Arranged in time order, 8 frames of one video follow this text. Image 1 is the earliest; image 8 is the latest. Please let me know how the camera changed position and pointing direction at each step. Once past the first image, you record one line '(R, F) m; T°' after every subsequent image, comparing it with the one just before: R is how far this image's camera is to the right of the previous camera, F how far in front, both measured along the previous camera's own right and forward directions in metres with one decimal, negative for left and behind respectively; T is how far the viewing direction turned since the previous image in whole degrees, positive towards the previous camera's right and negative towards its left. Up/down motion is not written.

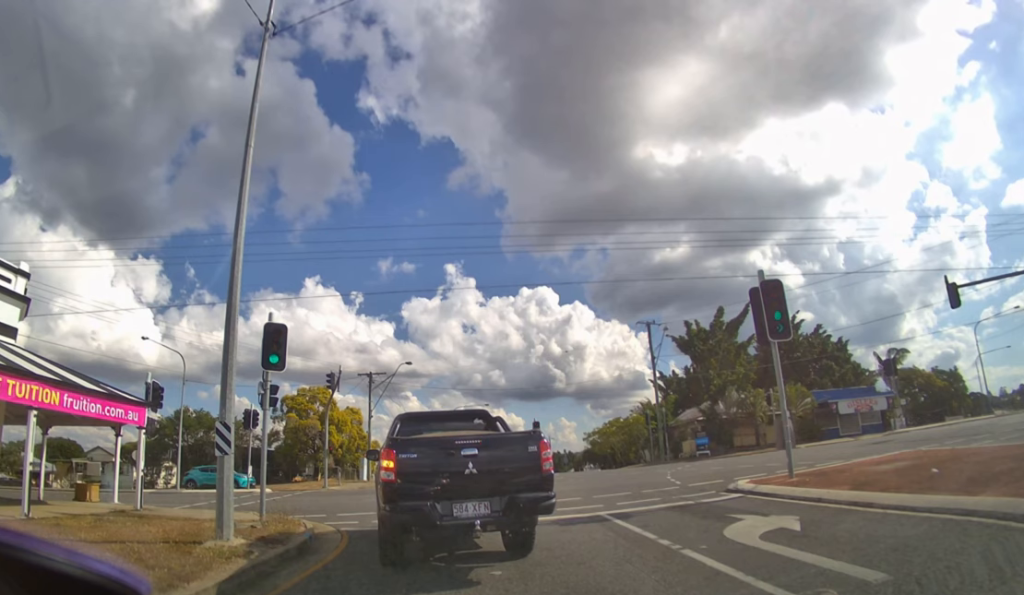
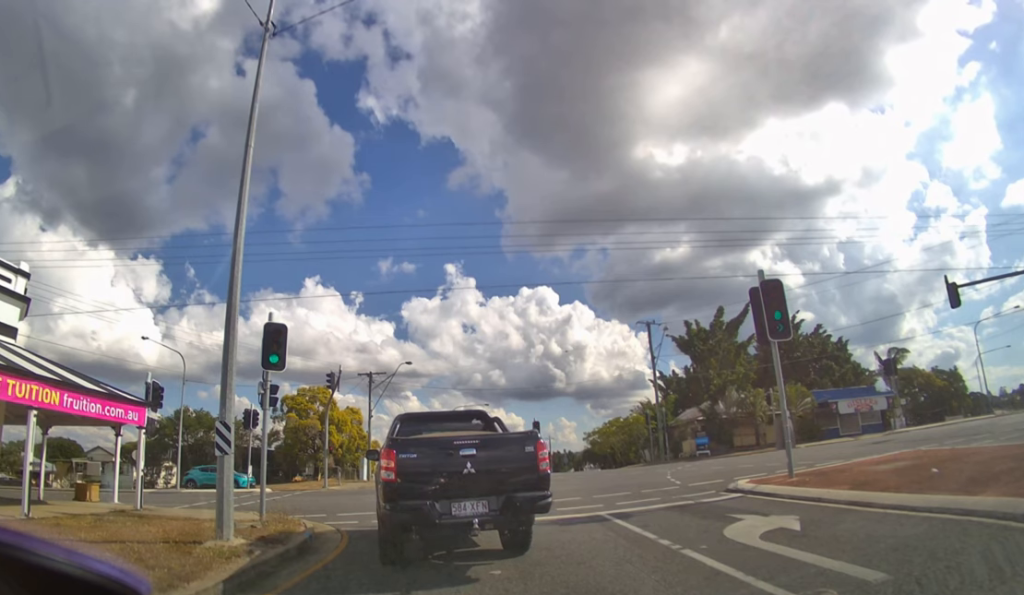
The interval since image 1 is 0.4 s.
(0.0, 0.0) m; 0°
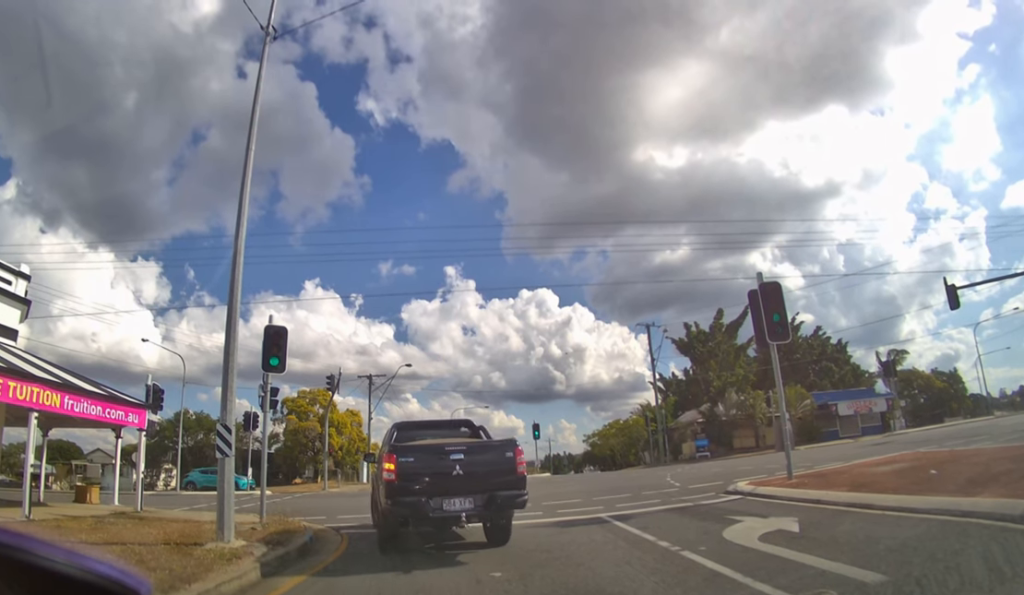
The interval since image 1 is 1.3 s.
(0.0, 0.0) m; 0°
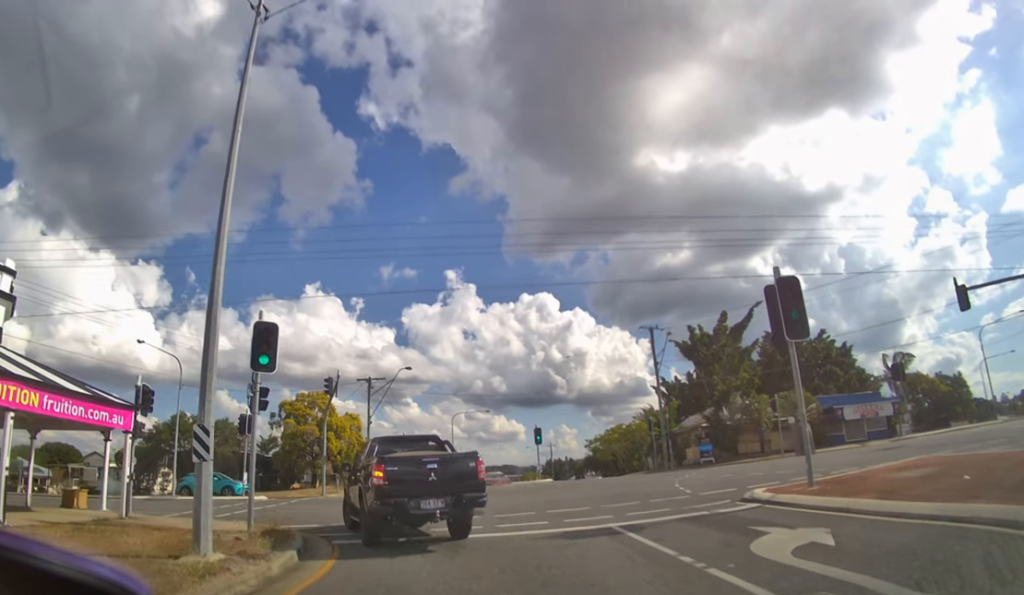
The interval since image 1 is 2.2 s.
(-0.1, 0.0) m; -4°
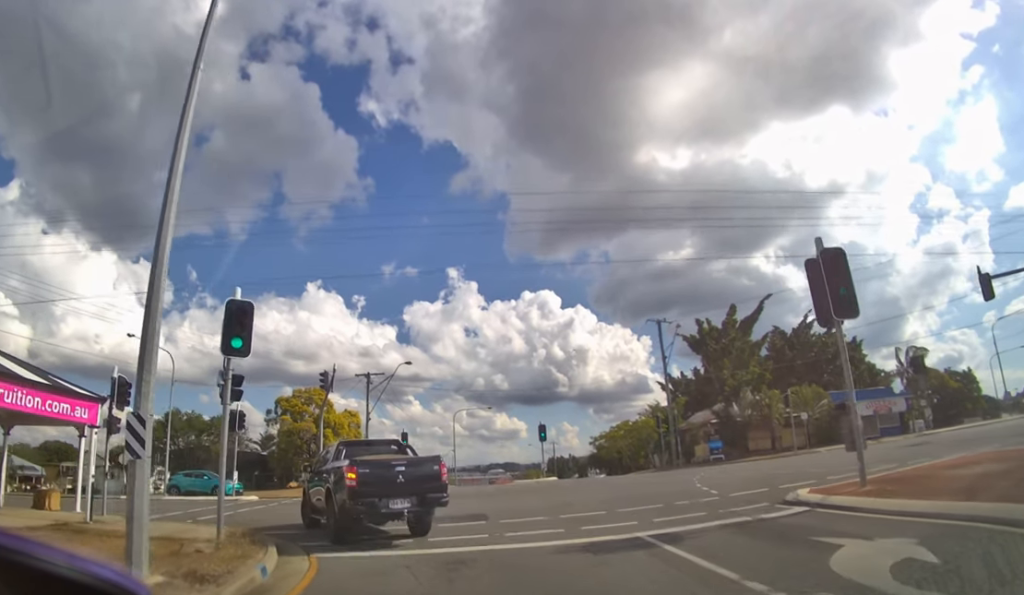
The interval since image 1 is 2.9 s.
(0.0, +1.1) m; -2°
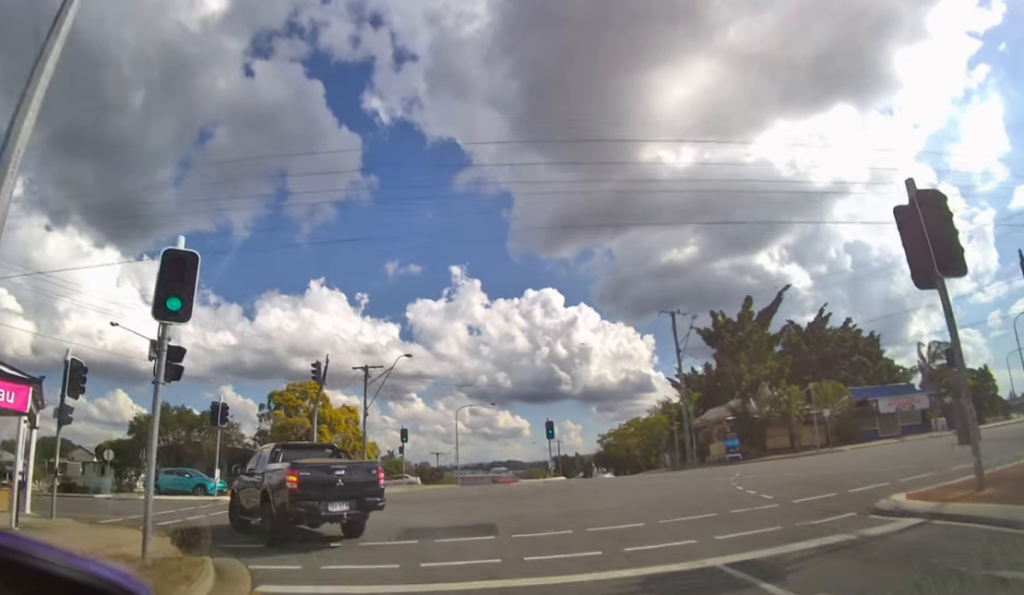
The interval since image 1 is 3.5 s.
(+0.1, +1.9) m; -1°
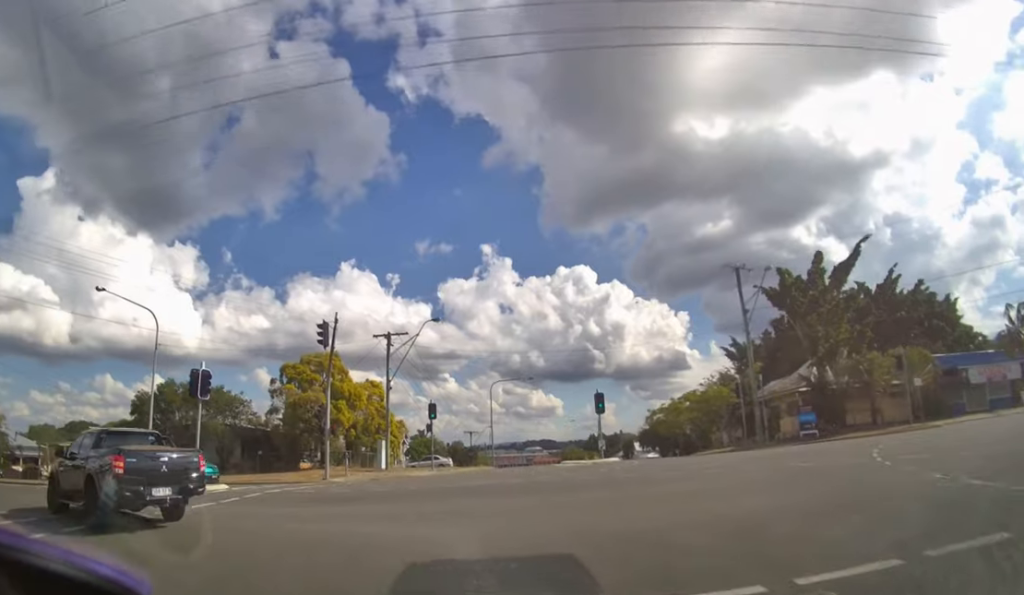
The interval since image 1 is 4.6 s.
(-0.3, +4.4) m; -11°
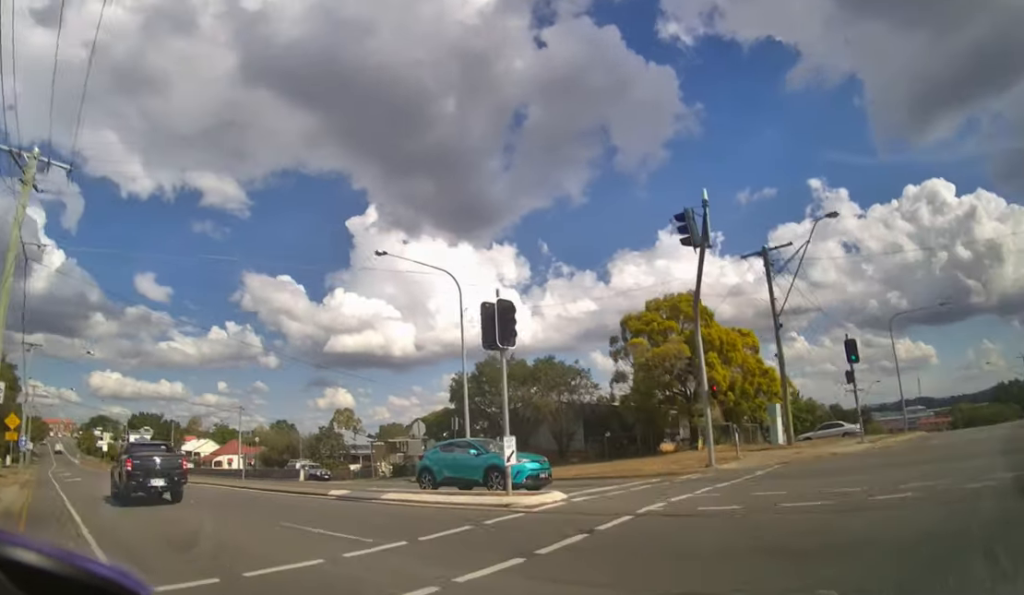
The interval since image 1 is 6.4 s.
(-2.5, +7.6) m; -42°
